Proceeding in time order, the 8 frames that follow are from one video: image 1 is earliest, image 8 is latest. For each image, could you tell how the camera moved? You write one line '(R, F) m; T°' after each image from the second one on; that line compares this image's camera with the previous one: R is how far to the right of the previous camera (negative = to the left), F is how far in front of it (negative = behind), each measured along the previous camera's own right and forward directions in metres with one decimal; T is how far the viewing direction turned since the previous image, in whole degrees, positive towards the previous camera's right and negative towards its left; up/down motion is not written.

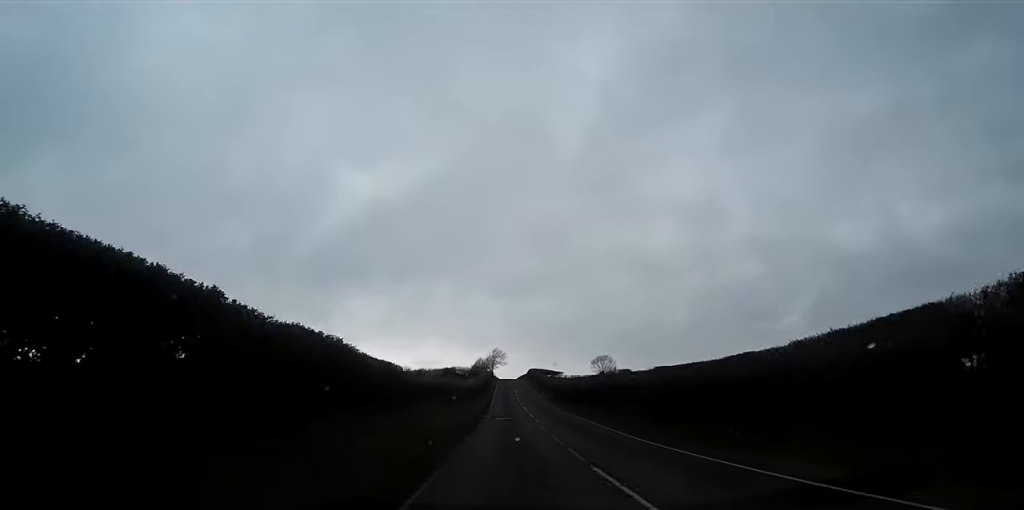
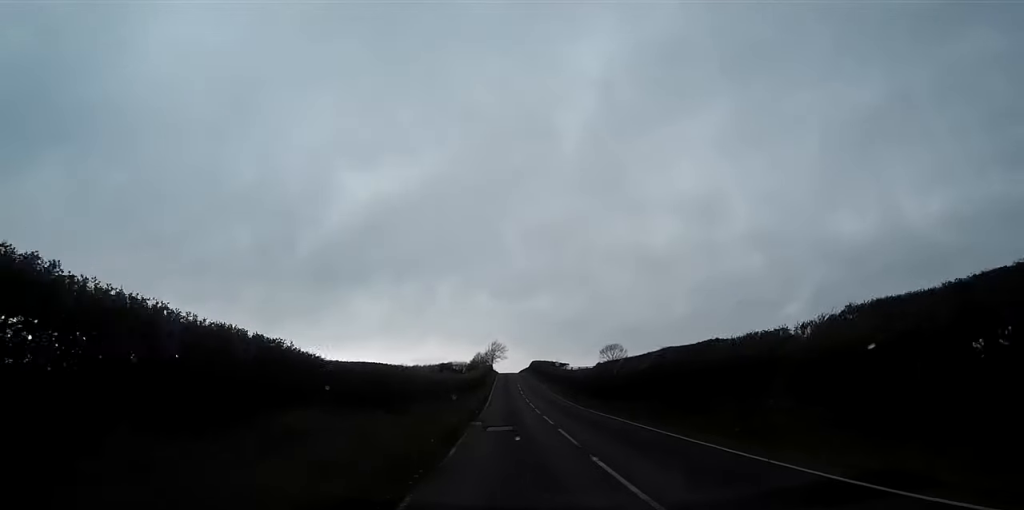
(+0.3, +17.8) m; -2°
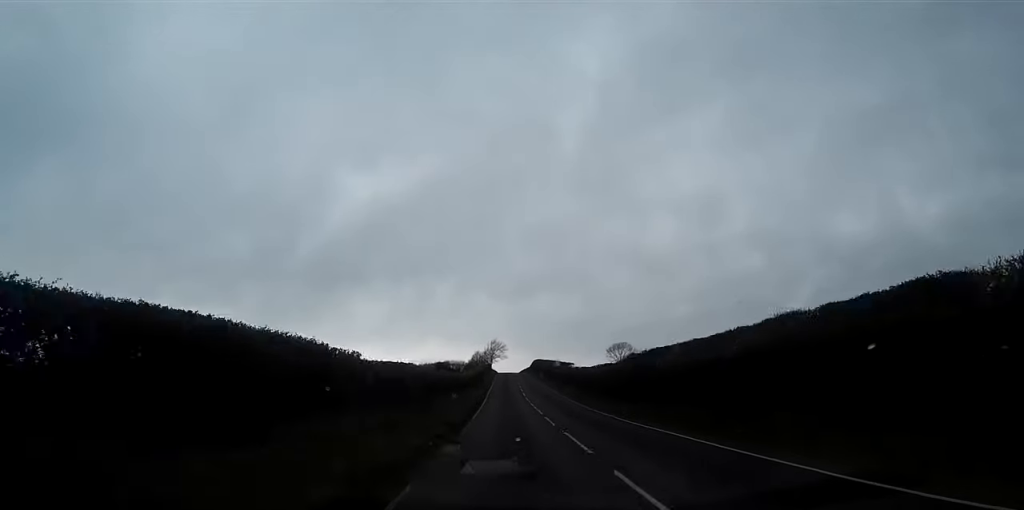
(-0.6, +12.4) m; -1°
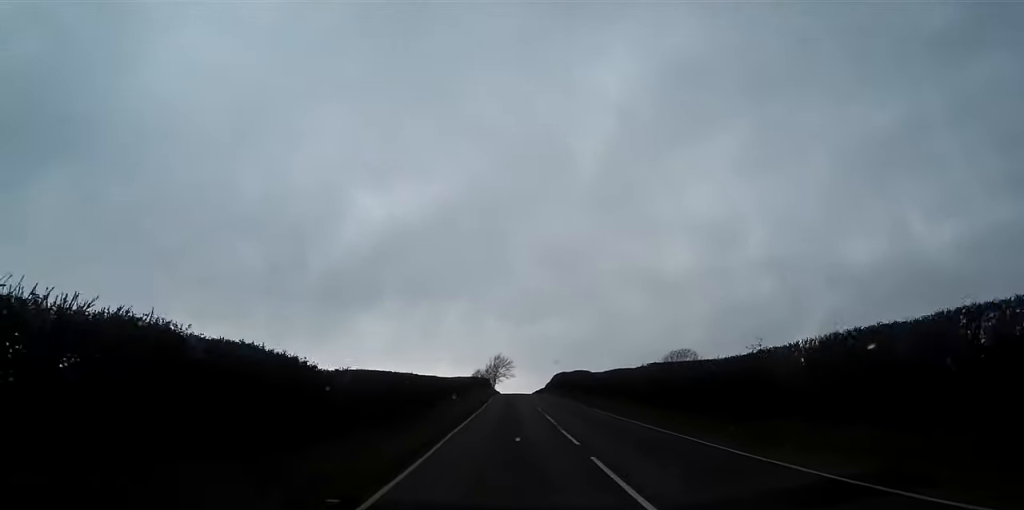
(0.0, +52.4) m; 0°
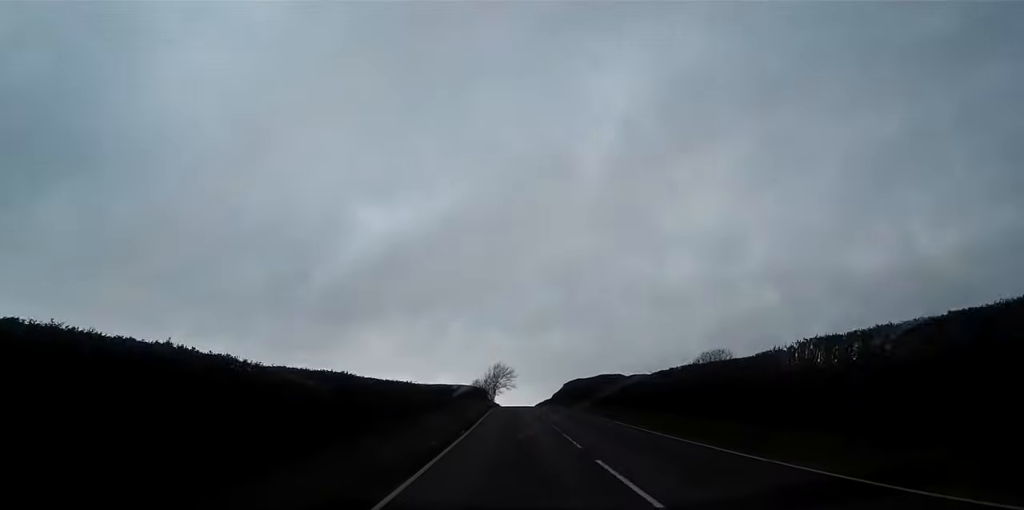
(-0.1, +17.9) m; 0°
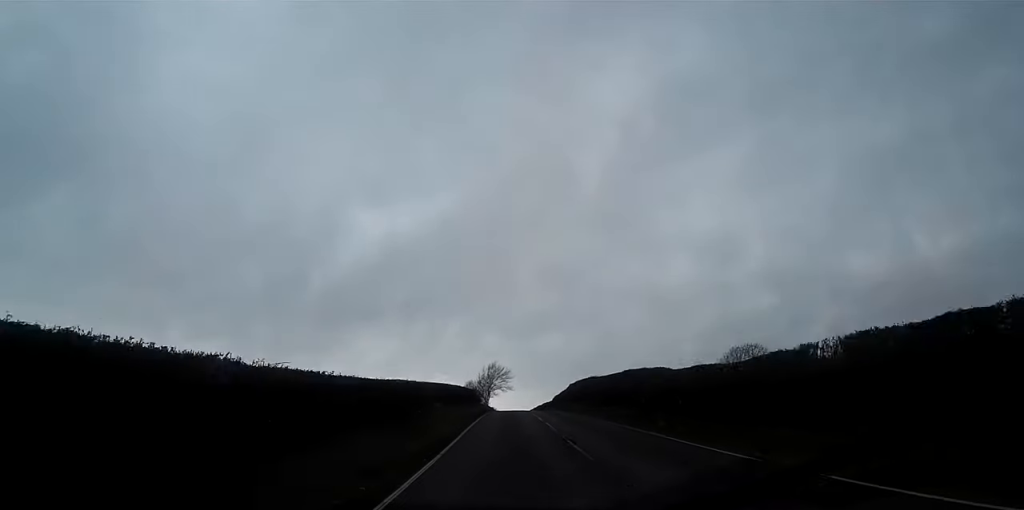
(0.0, +14.2) m; 0°
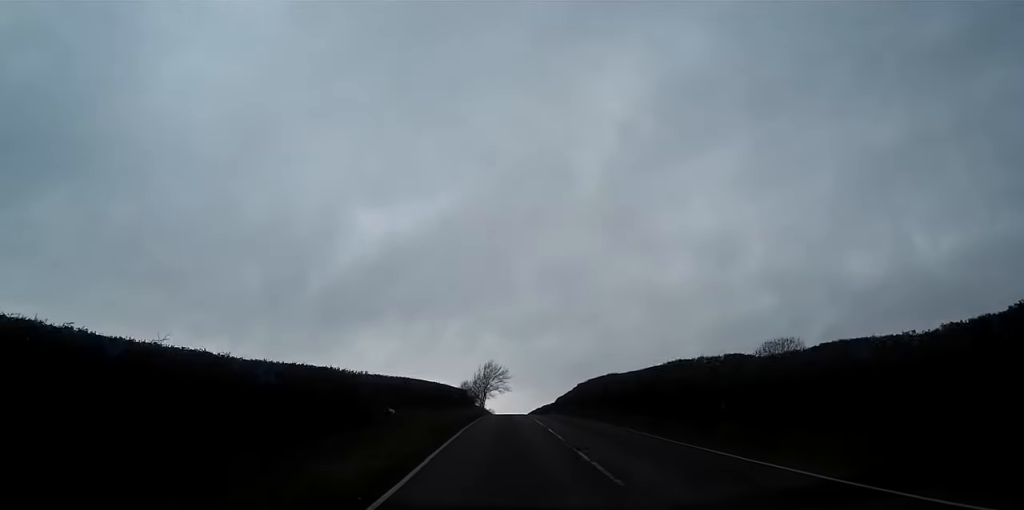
(0.0, +11.2) m; 0°
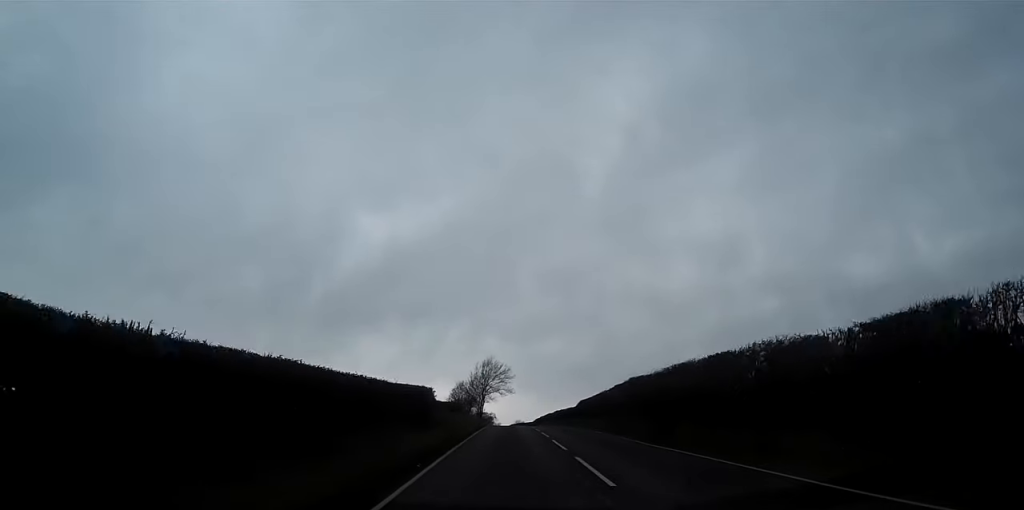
(0.0, +27.0) m; 0°
